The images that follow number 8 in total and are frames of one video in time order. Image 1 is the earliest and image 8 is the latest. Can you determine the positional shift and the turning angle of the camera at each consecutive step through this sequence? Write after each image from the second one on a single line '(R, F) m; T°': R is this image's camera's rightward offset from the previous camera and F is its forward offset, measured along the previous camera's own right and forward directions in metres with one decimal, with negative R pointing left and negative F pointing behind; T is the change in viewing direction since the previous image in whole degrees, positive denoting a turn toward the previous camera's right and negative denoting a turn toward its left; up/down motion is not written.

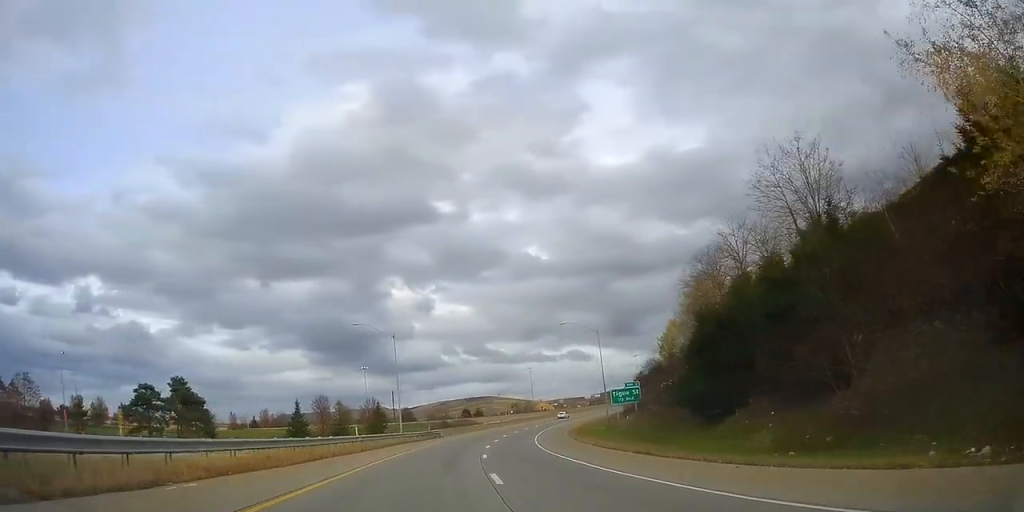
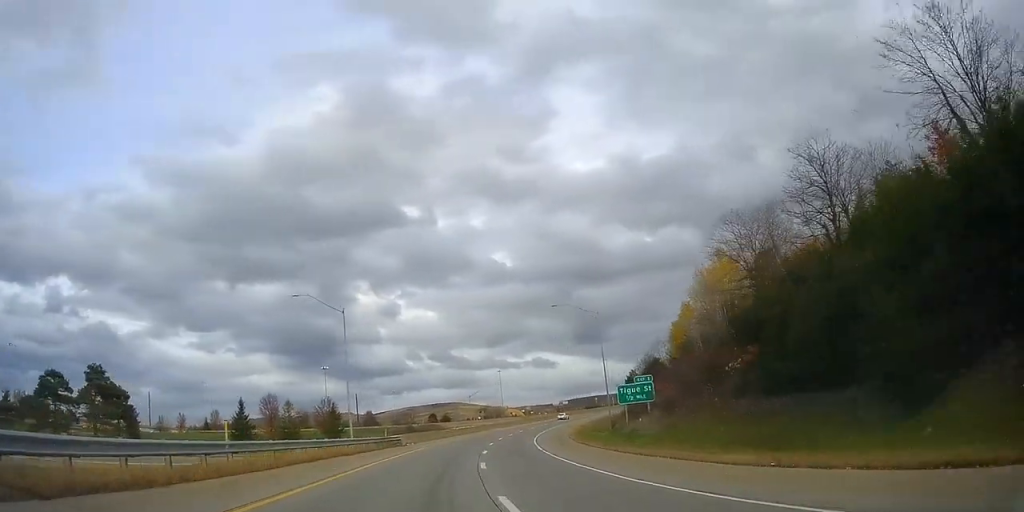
(+1.0, +17.4) m; +3°
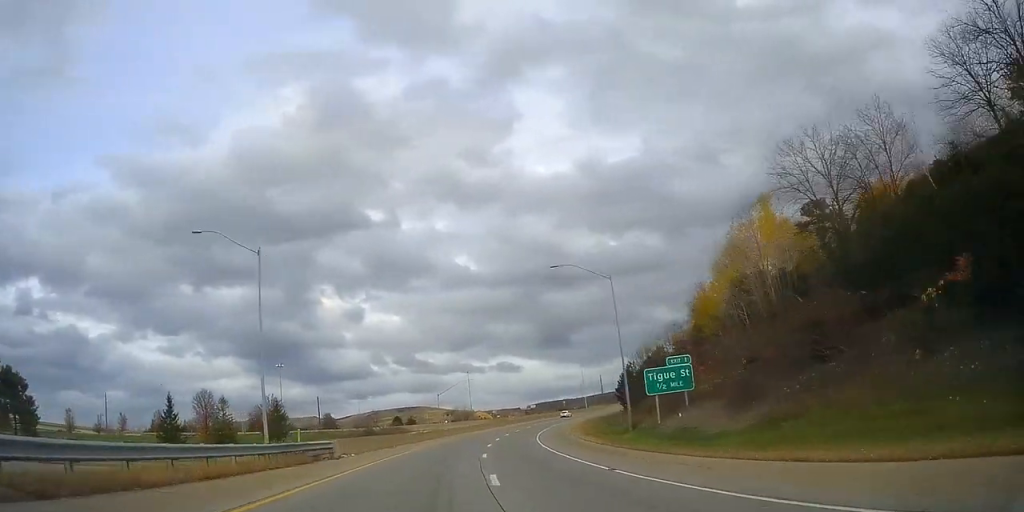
(+0.6, +19.0) m; +3°
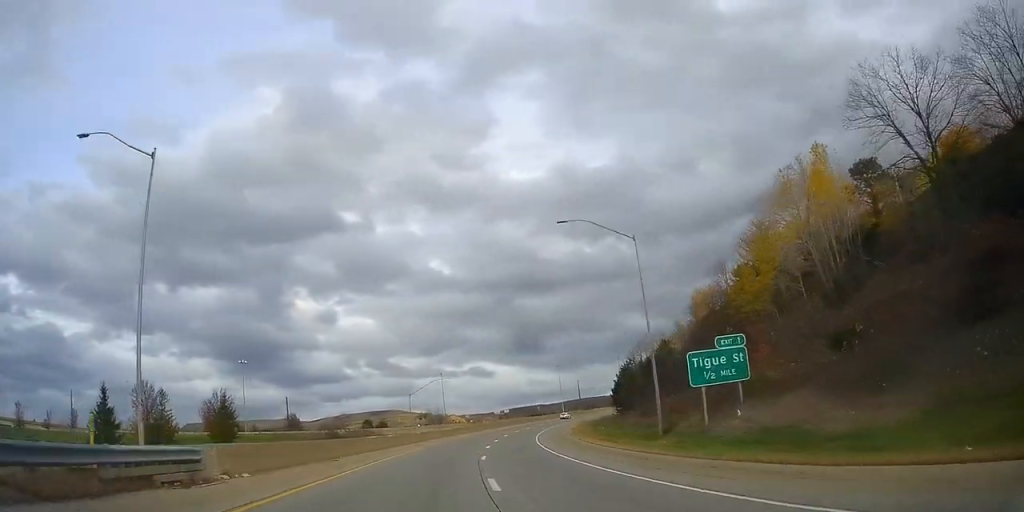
(+0.1, +13.5) m; +2°
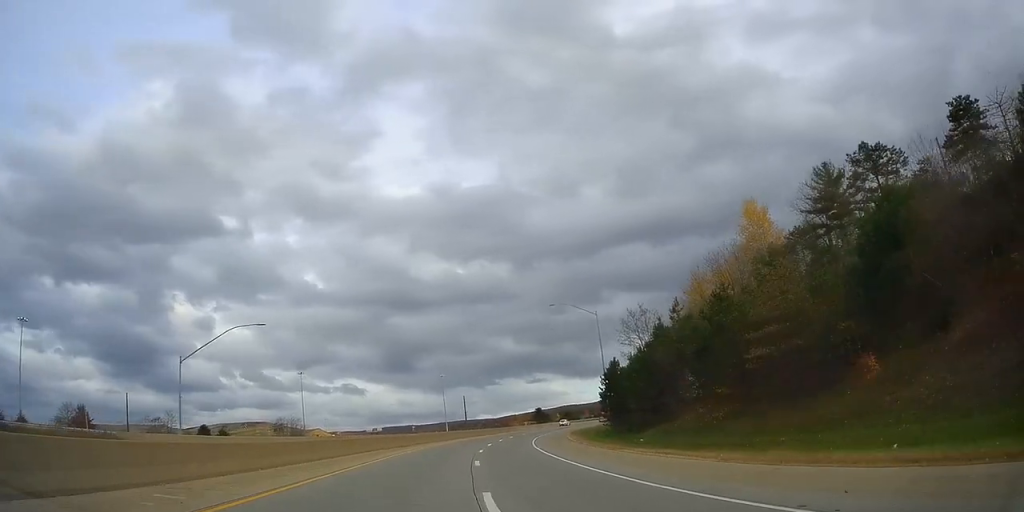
(+8.2, +63.8) m; +16°
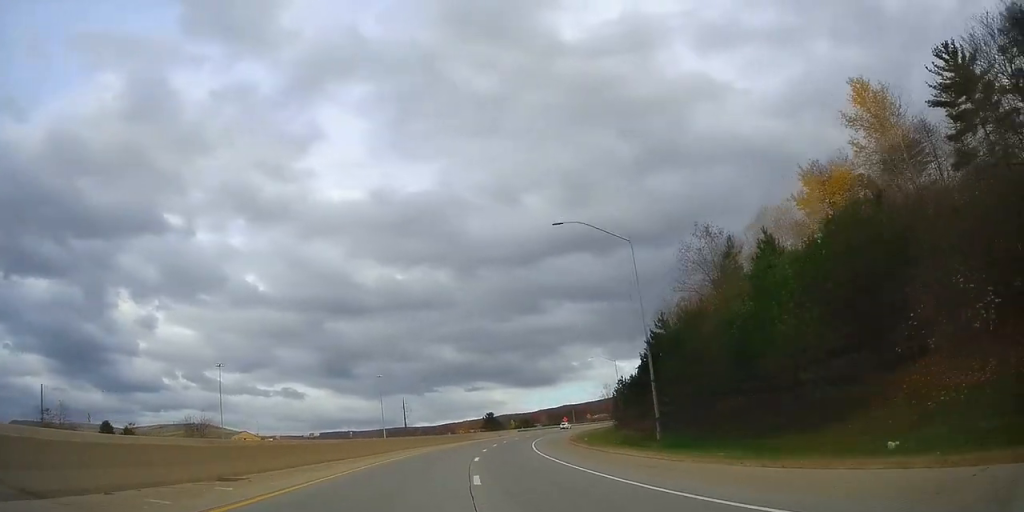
(+1.9, +31.1) m; +5°
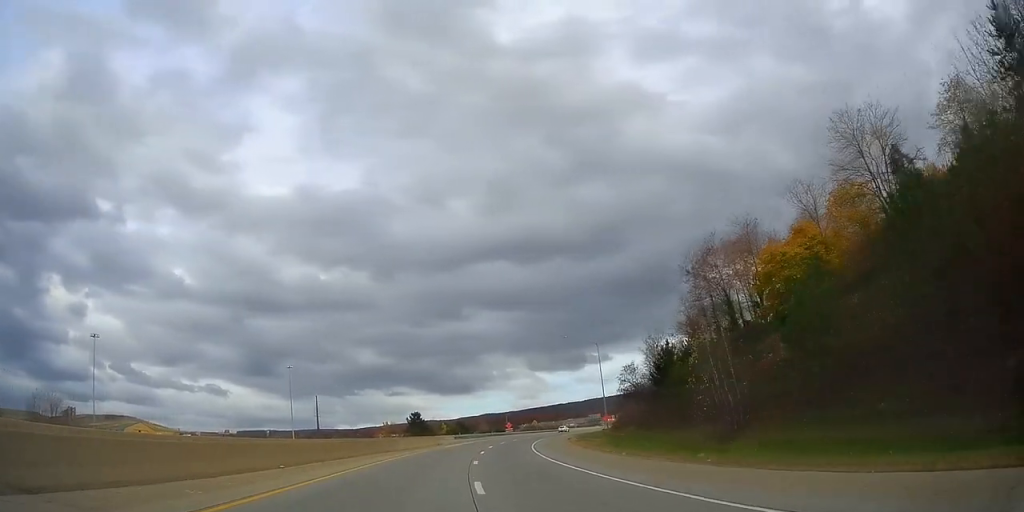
(+1.7, +39.9) m; +7°
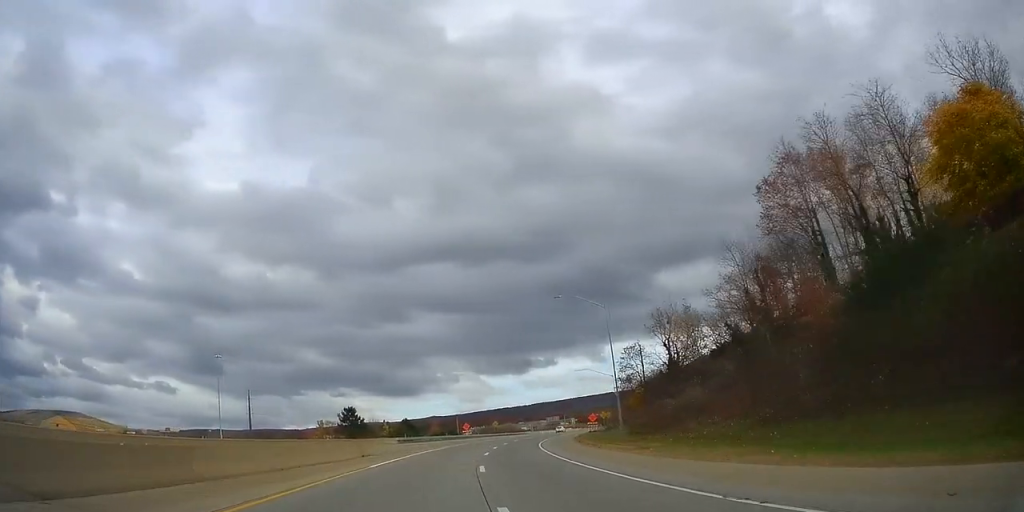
(+2.1, +30.2) m; +7°
